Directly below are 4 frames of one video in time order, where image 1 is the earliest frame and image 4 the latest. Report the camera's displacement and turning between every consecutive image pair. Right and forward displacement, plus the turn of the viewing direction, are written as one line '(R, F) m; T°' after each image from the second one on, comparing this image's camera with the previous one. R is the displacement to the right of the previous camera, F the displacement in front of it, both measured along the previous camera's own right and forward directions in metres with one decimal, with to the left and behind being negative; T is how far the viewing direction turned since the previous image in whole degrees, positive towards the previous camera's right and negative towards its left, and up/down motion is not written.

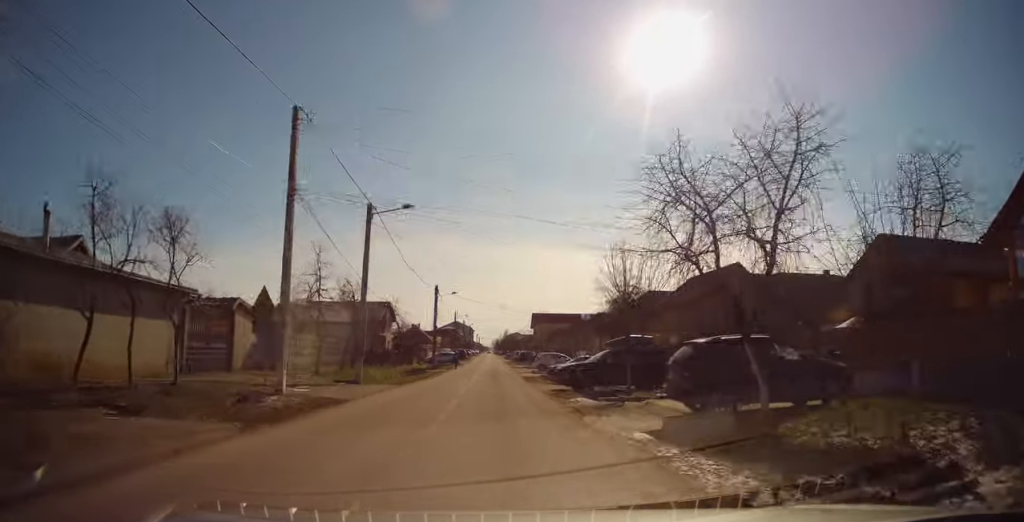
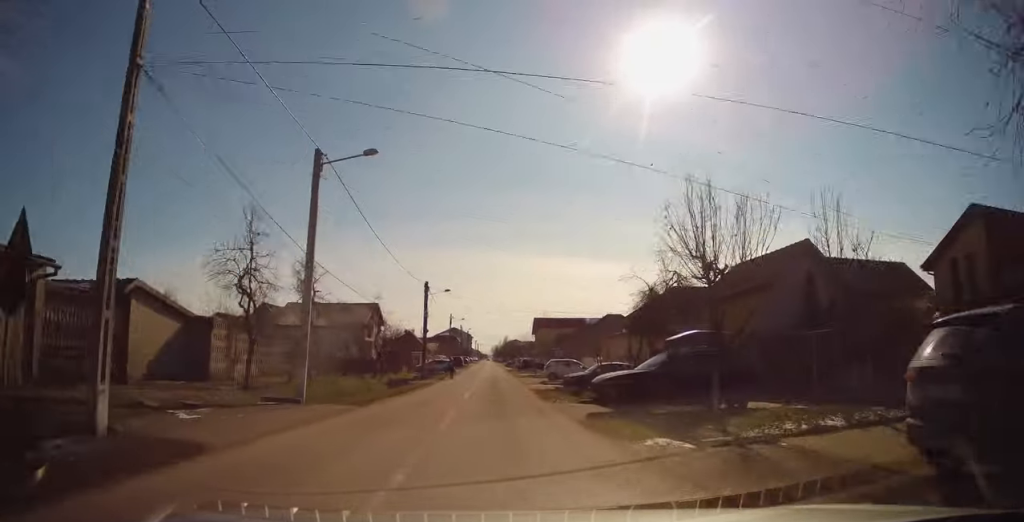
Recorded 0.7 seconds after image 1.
(0.0, +7.5) m; 0°
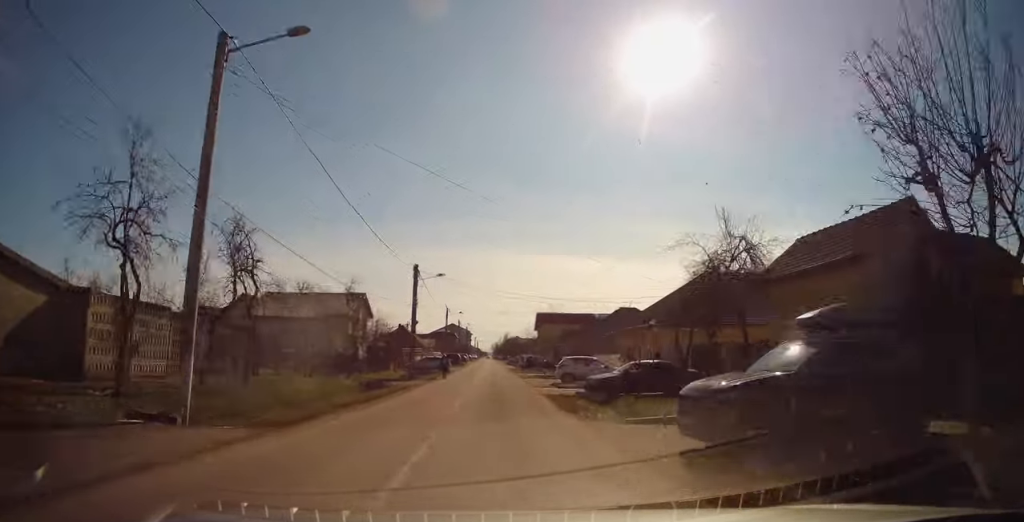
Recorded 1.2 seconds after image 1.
(+0.1, +6.8) m; 0°
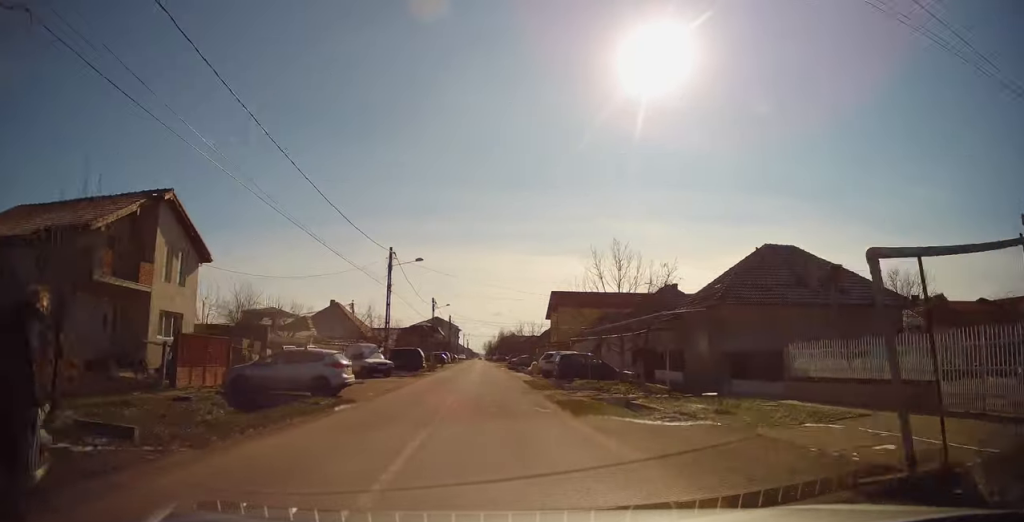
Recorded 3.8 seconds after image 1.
(+0.2, +34.5) m; 0°
